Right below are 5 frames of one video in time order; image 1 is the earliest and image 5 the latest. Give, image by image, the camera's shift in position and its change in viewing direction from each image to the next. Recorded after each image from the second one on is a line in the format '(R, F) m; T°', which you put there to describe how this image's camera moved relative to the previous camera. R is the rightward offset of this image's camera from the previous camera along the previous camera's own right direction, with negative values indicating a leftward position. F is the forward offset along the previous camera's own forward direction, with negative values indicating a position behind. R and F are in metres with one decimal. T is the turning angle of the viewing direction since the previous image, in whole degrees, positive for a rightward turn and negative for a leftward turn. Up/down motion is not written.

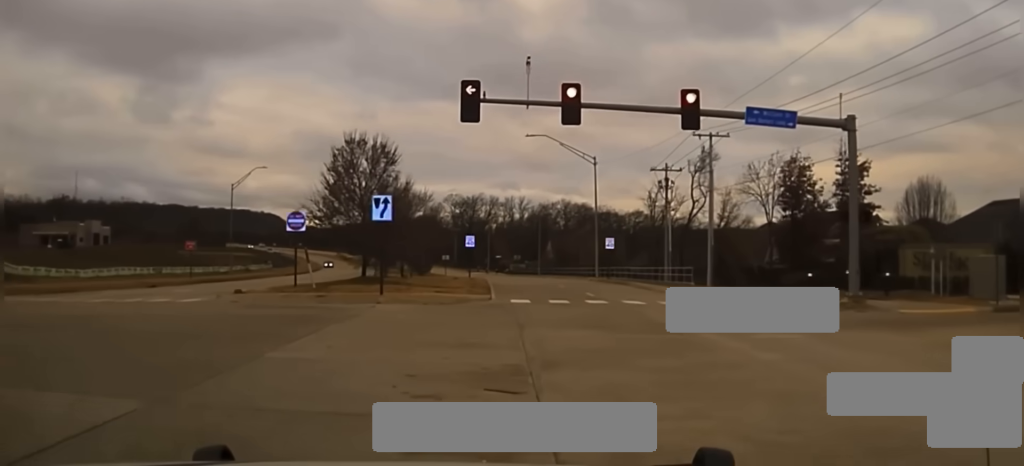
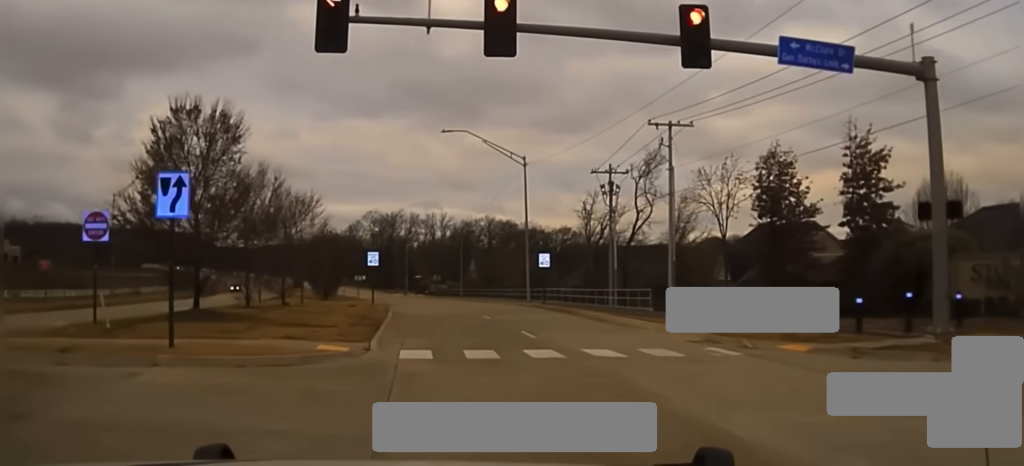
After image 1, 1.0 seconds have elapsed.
(+0.7, +11.5) m; +3°
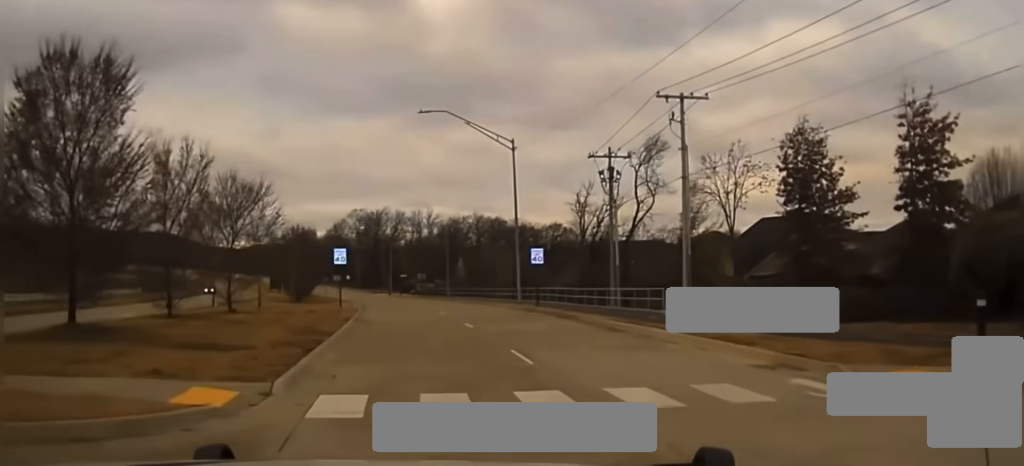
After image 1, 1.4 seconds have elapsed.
(0.0, +5.3) m; -1°
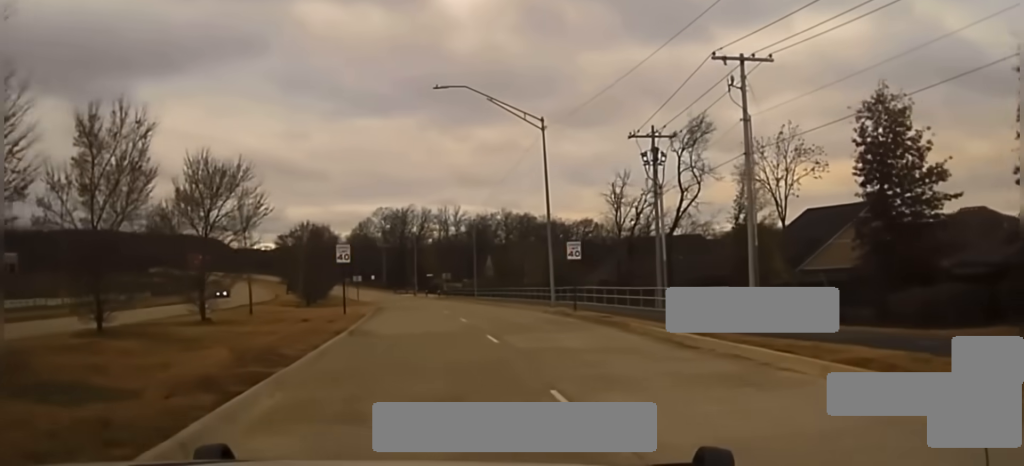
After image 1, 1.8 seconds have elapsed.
(+0.1, +4.6) m; -1°
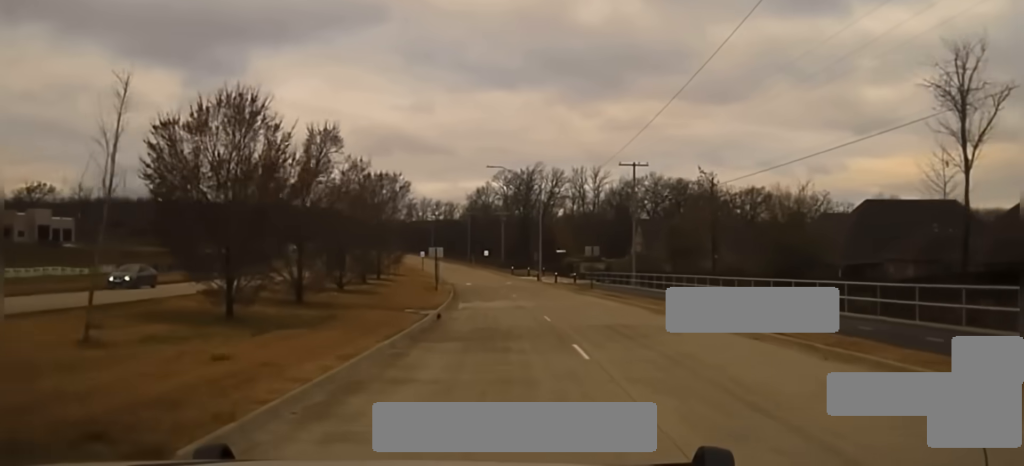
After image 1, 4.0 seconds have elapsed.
(-2.7, +39.7) m; -7°
